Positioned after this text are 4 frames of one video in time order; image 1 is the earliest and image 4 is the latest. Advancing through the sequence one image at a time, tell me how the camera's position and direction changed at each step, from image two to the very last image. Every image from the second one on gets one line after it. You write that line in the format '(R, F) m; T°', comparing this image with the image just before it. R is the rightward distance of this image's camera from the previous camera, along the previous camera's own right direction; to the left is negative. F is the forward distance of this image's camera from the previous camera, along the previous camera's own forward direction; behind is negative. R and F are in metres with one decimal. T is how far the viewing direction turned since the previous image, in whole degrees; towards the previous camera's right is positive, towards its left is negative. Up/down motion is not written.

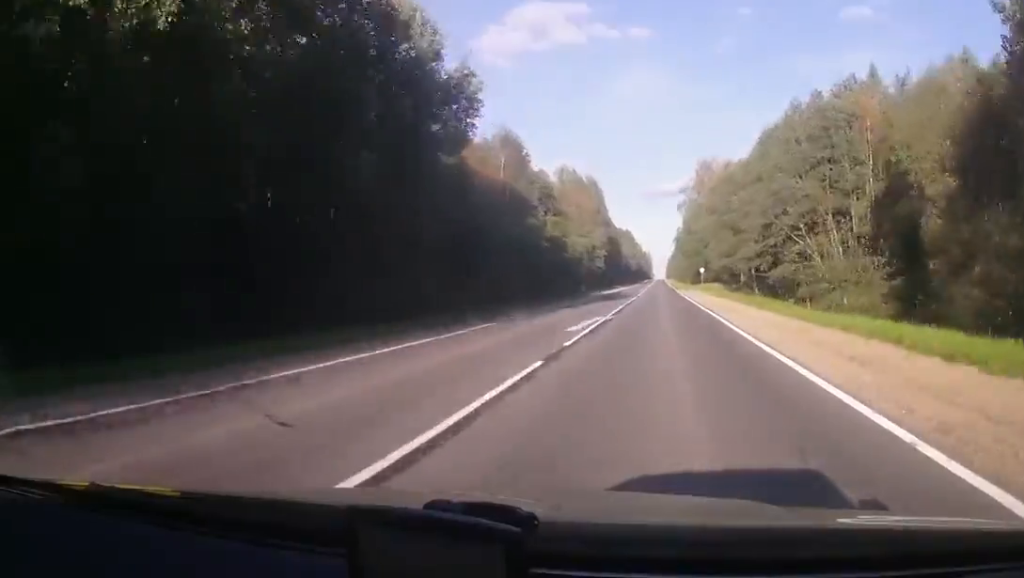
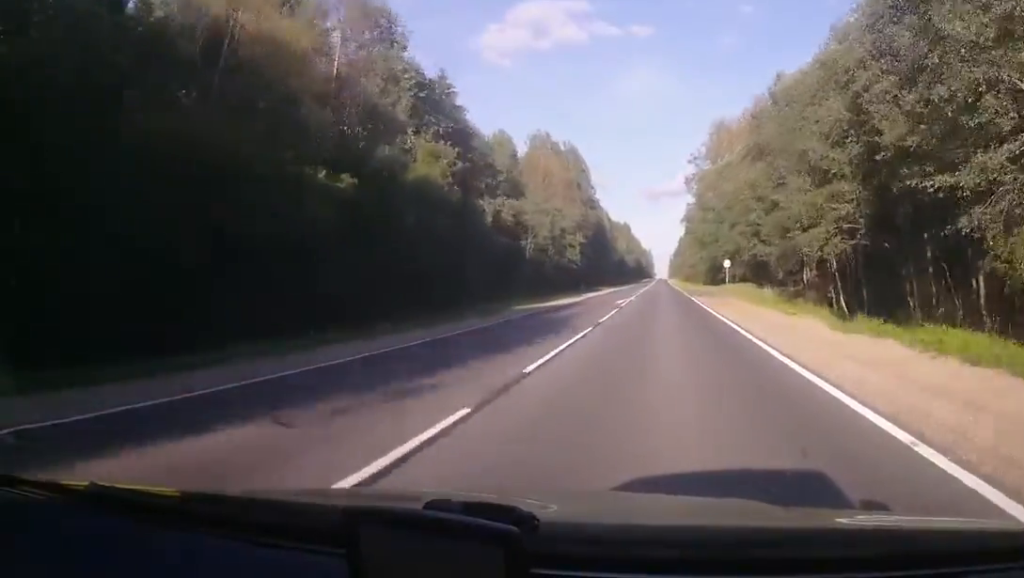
(-0.1, +39.9) m; 0°
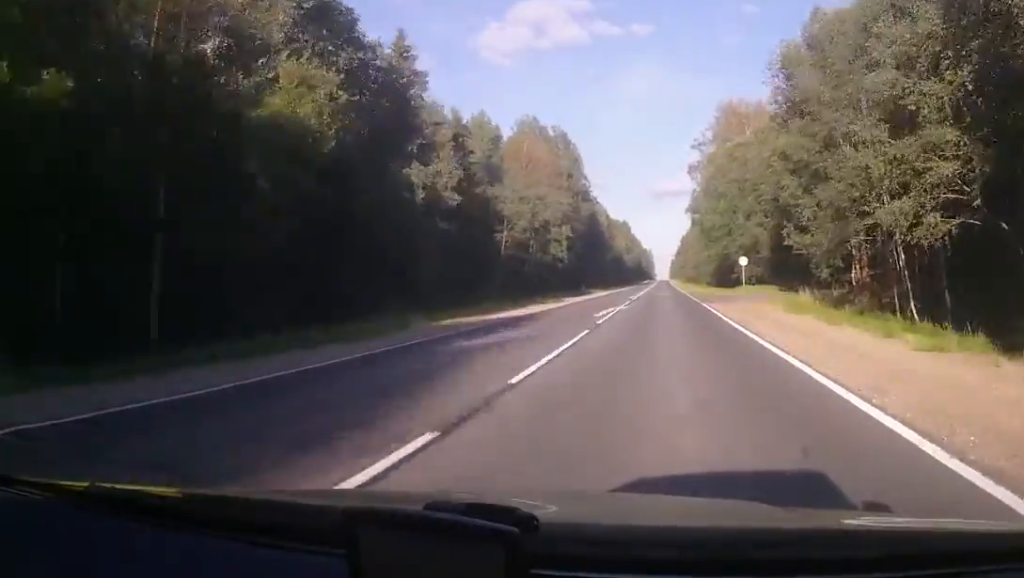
(0.0, +13.1) m; 0°
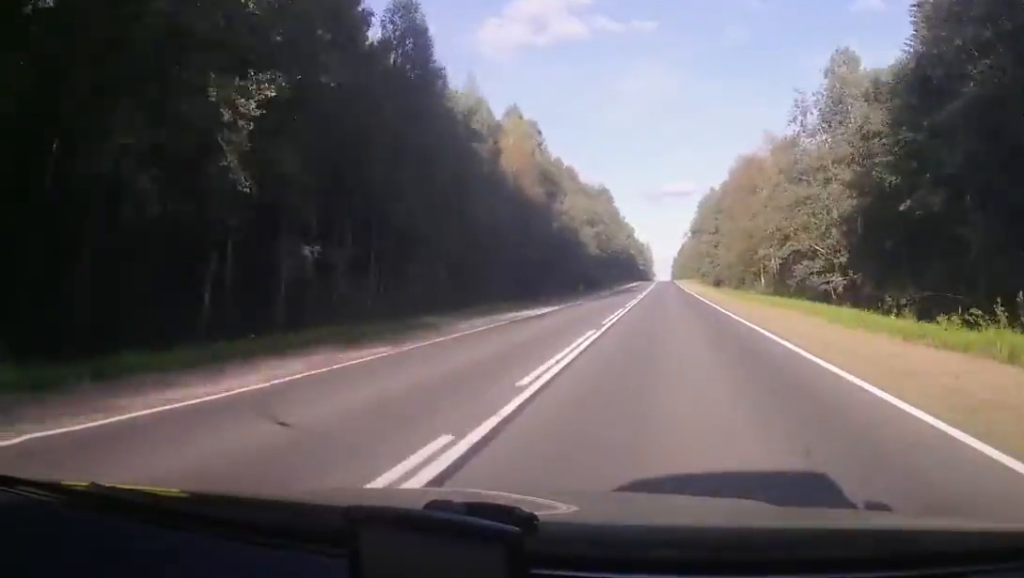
(-0.4, +108.4) m; -1°
